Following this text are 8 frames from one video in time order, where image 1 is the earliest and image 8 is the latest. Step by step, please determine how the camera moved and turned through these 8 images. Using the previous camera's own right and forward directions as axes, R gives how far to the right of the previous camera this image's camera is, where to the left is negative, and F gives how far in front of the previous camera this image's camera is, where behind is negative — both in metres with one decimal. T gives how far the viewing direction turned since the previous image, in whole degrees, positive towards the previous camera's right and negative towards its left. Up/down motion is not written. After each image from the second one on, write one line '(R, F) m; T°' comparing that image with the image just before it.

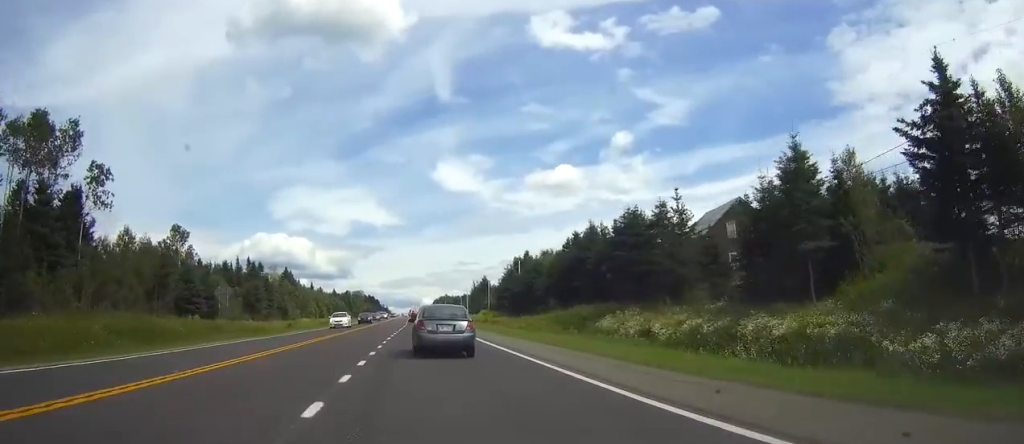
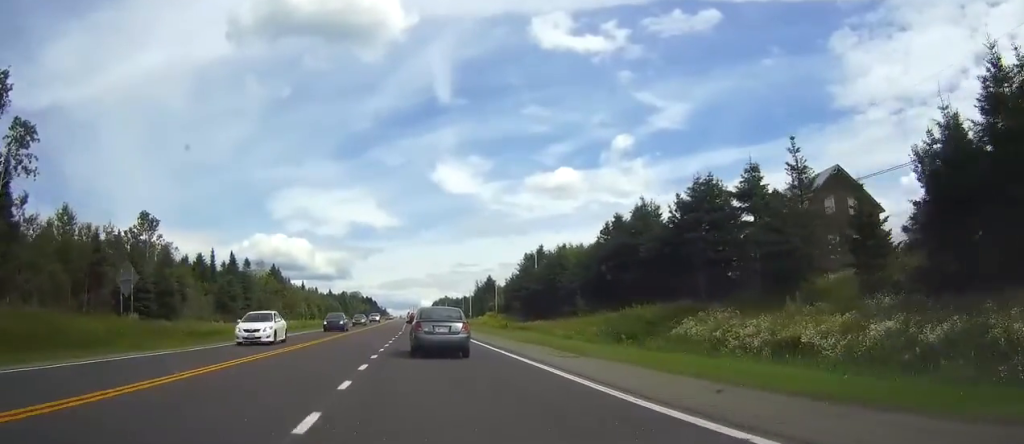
(-0.1, +16.9) m; 0°
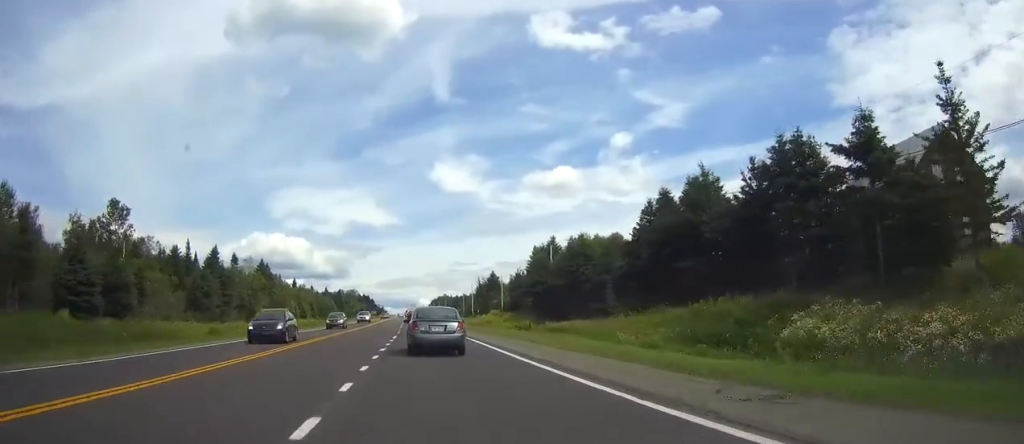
(0.0, +12.6) m; 0°
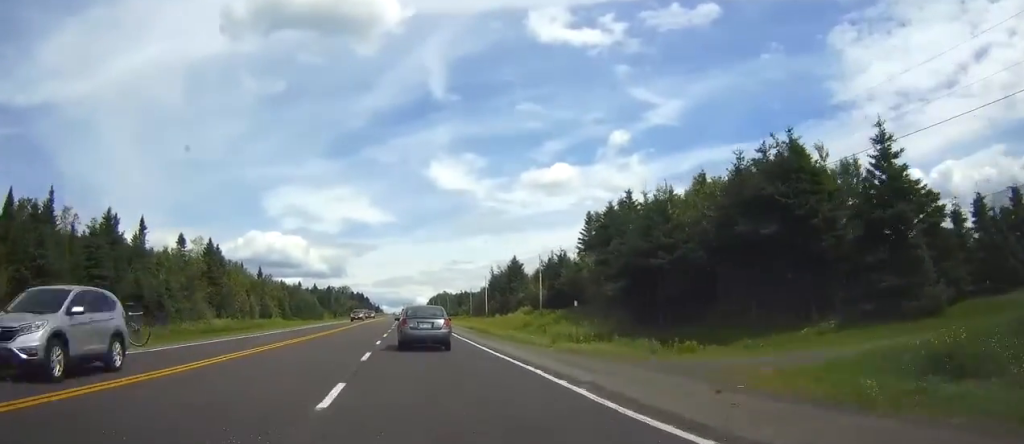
(-0.1, +43.5) m; 0°
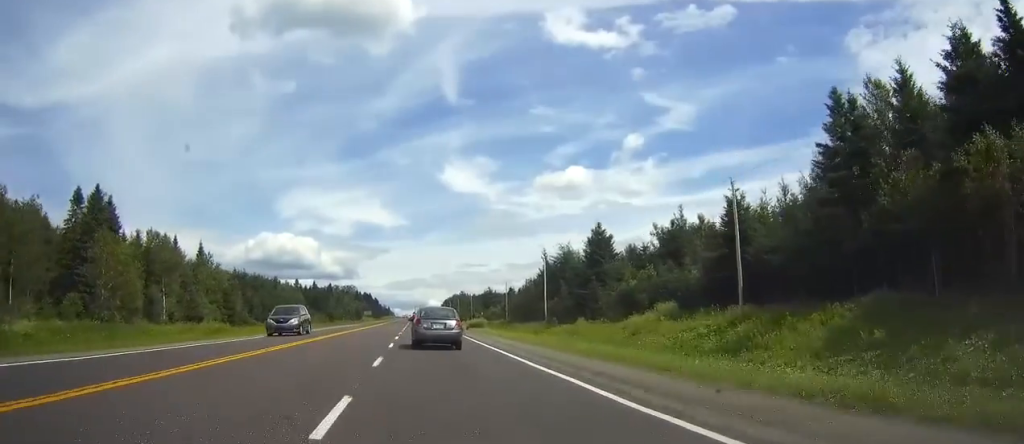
(+0.1, +55.2) m; 0°
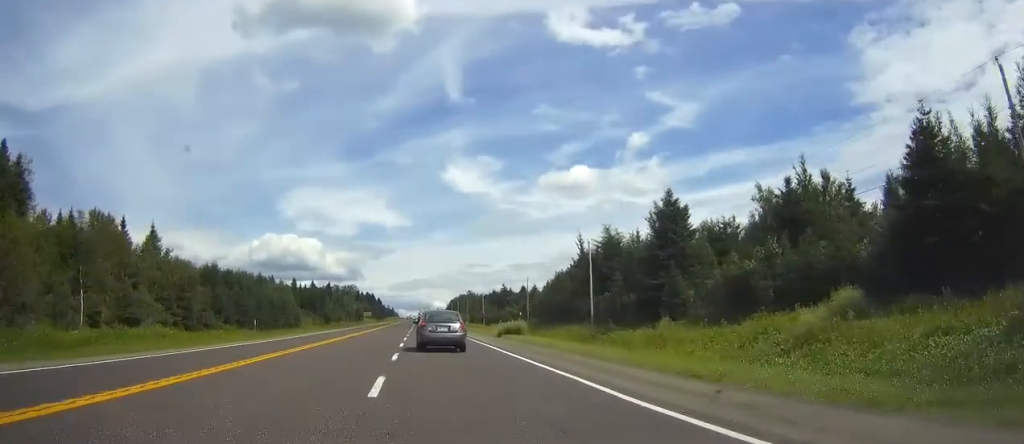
(-0.1, +23.0) m; 0°
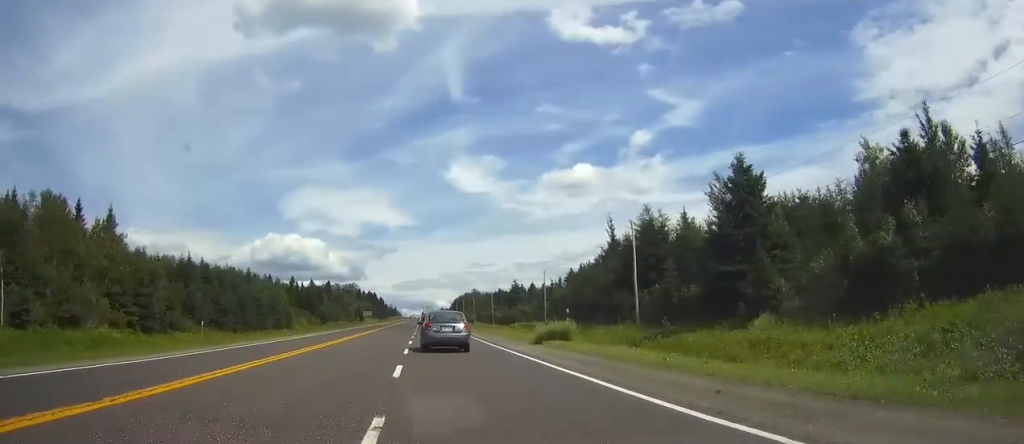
(-0.1, +14.1) m; 0°
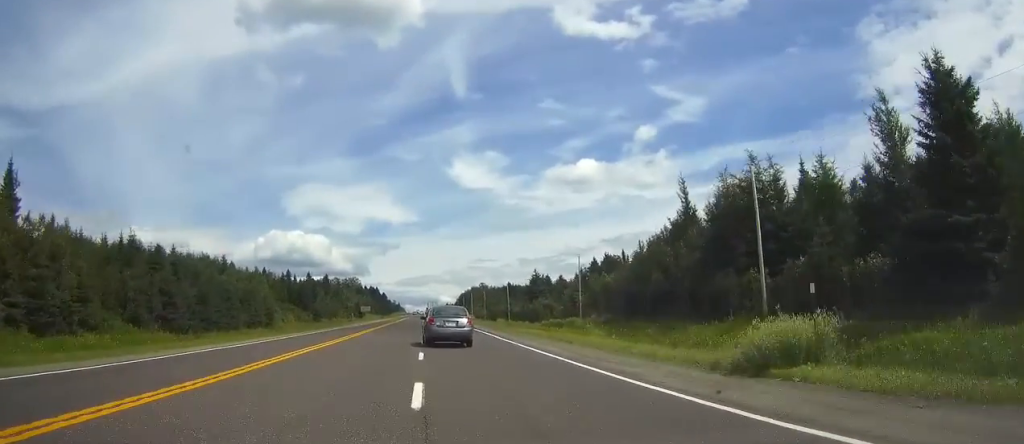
(-0.1, +22.7) m; 0°
